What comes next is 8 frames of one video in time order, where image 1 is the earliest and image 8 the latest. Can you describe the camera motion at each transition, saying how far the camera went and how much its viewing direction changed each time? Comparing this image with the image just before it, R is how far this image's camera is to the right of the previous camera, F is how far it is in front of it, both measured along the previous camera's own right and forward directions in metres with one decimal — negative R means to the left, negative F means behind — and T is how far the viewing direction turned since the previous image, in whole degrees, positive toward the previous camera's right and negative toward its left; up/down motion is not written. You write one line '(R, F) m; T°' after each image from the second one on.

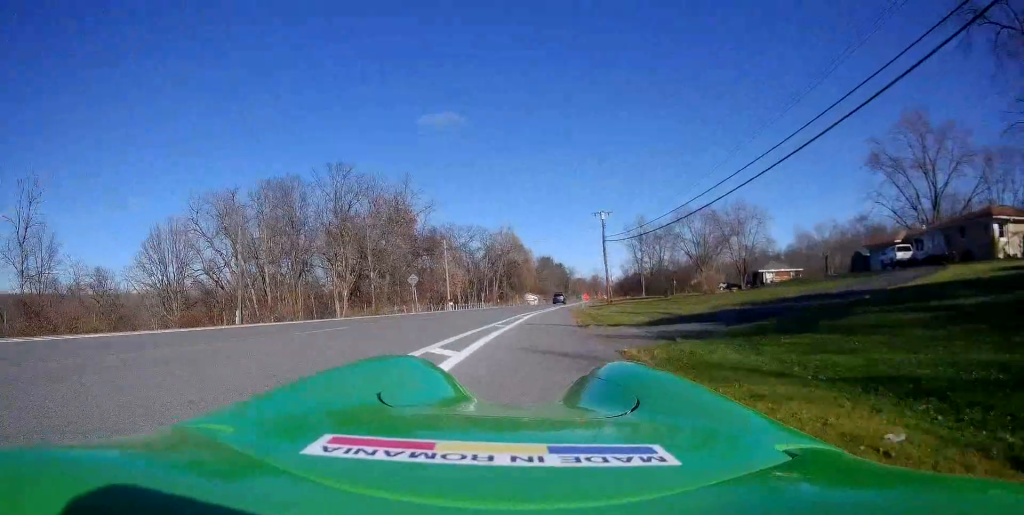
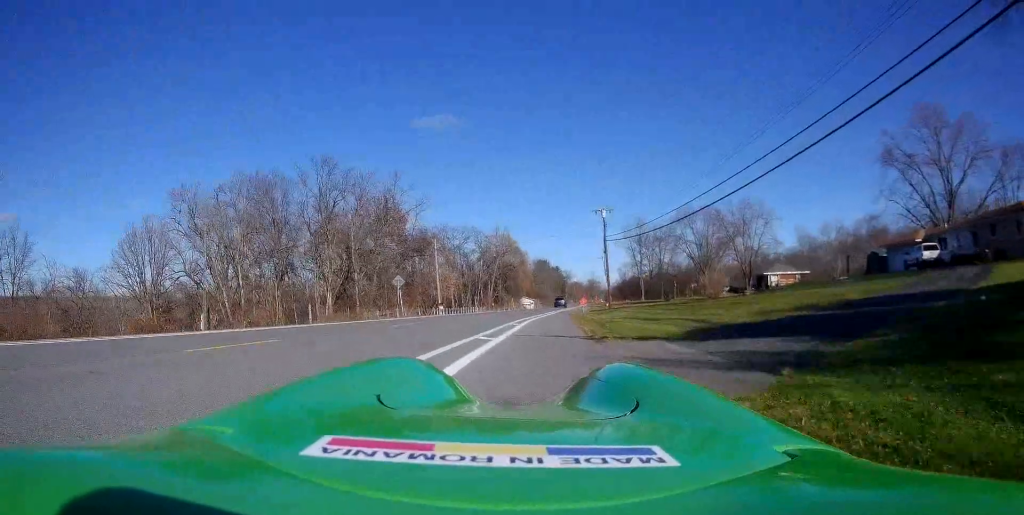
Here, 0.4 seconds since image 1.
(0.0, +4.4) m; 0°
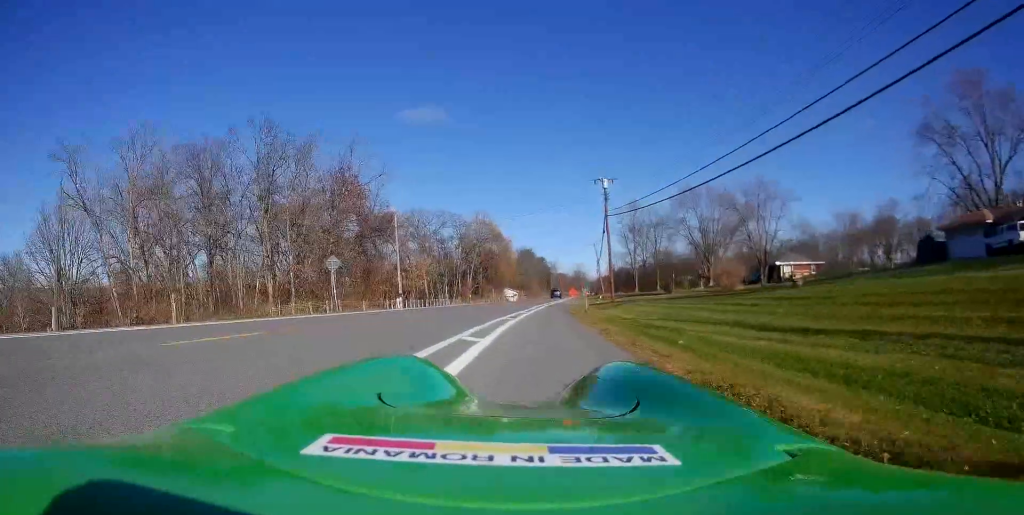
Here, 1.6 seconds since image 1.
(+0.2, +12.5) m; +2°
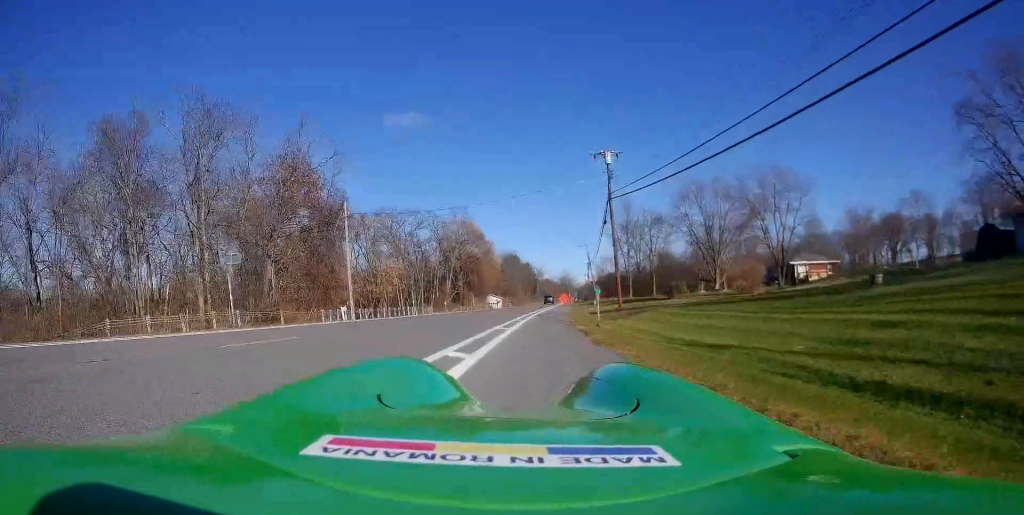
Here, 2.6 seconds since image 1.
(+0.2, +10.6) m; +2°
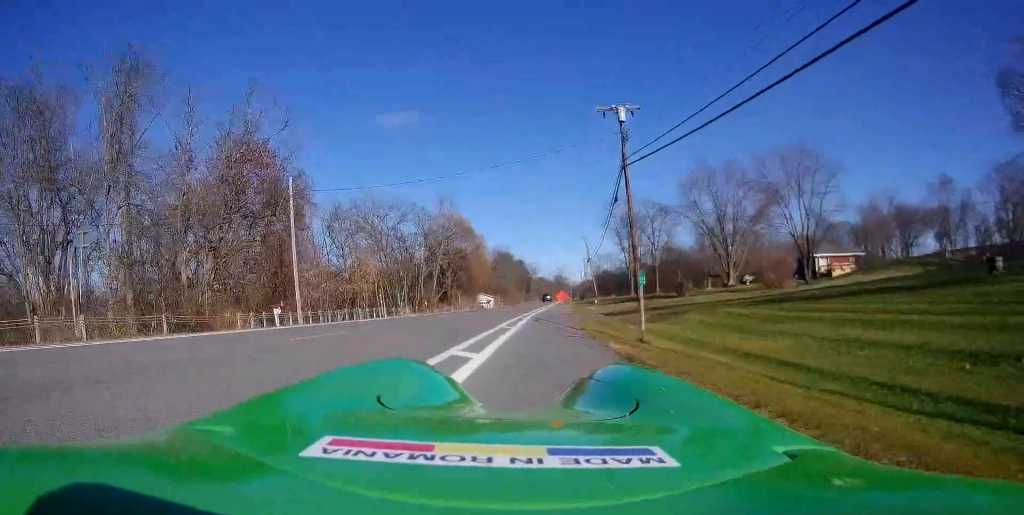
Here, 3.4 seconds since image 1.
(0.0, +8.8) m; +3°
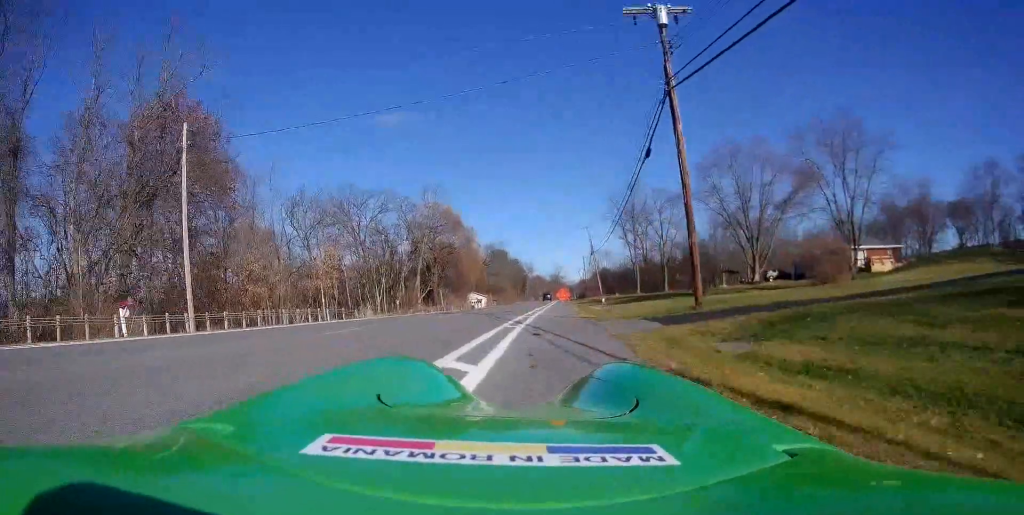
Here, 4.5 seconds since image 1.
(+0.6, +11.0) m; +1°
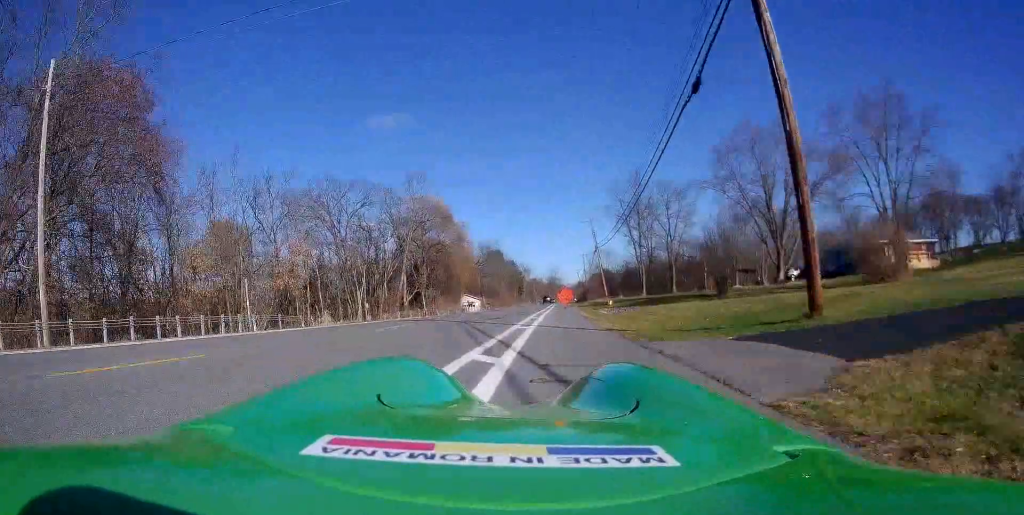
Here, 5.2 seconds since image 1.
(-0.2, +8.0) m; -3°
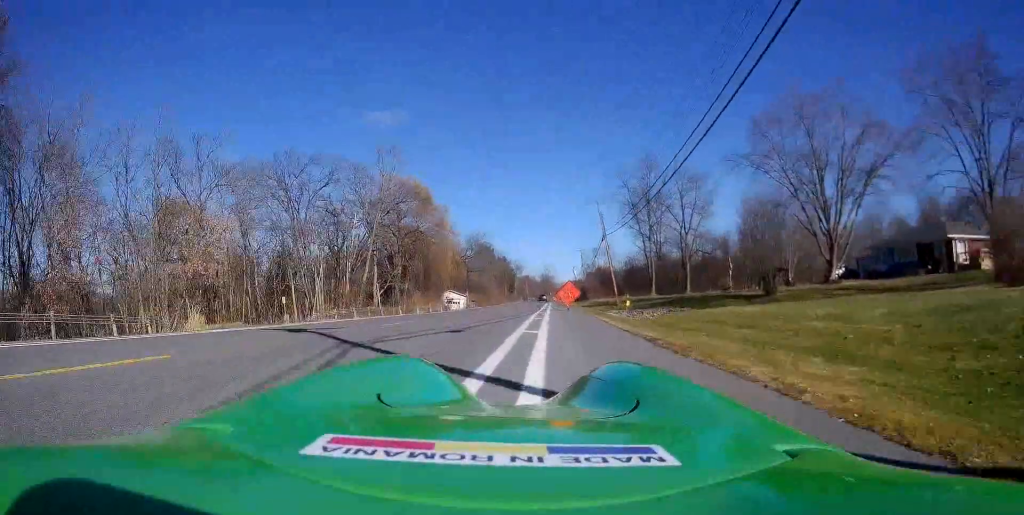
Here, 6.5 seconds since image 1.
(-0.3, +13.2) m; 0°
